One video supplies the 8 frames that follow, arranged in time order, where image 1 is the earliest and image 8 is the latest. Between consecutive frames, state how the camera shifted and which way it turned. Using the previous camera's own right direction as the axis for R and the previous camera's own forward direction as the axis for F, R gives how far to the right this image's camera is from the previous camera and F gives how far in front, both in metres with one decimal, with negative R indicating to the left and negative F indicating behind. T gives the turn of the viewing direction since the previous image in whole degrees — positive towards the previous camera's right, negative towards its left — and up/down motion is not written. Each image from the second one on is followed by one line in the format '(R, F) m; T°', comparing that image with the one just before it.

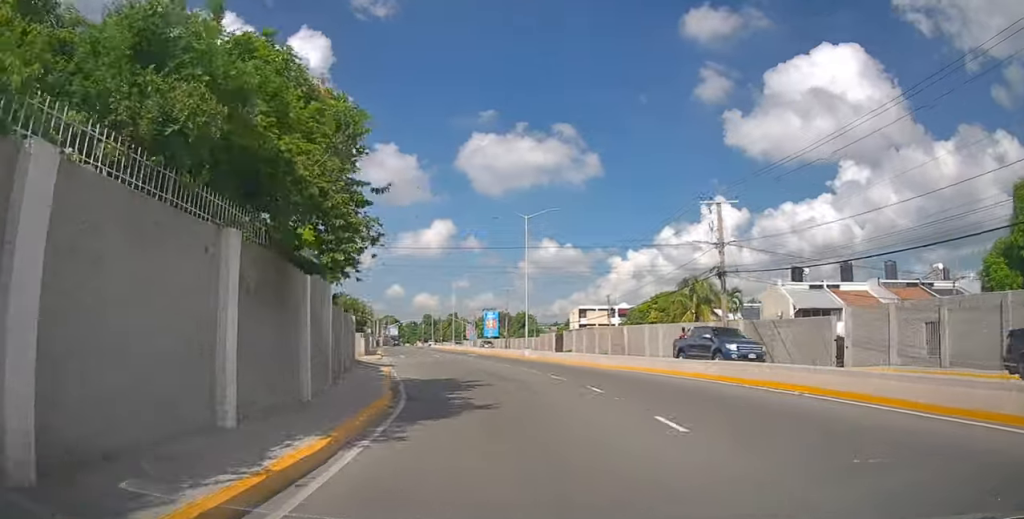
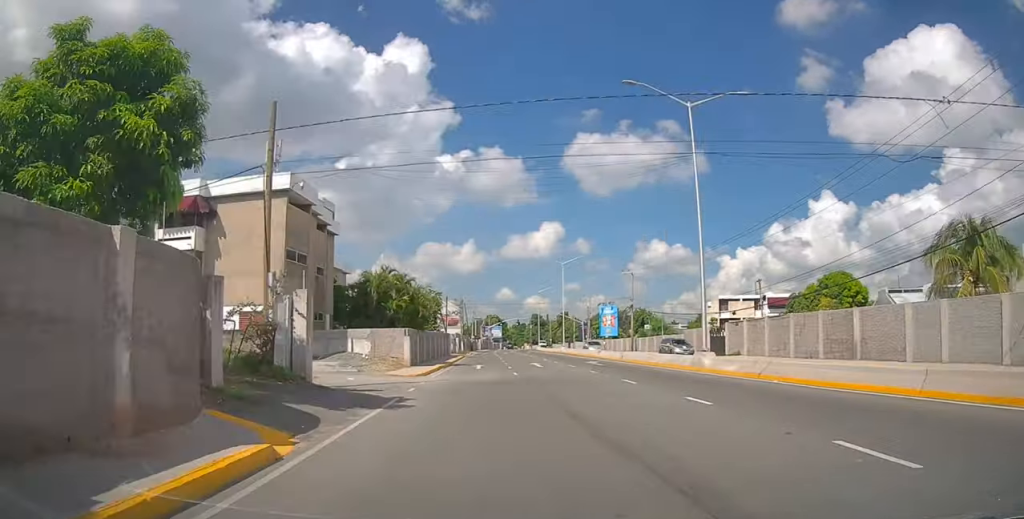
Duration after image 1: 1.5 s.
(-1.2, +21.0) m; -9°
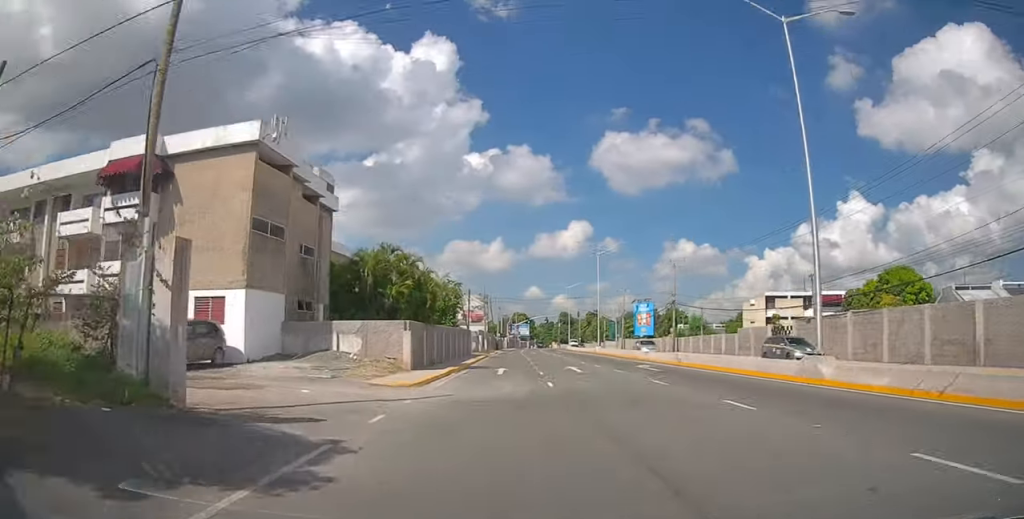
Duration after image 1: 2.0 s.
(-0.3, +6.9) m; -3°
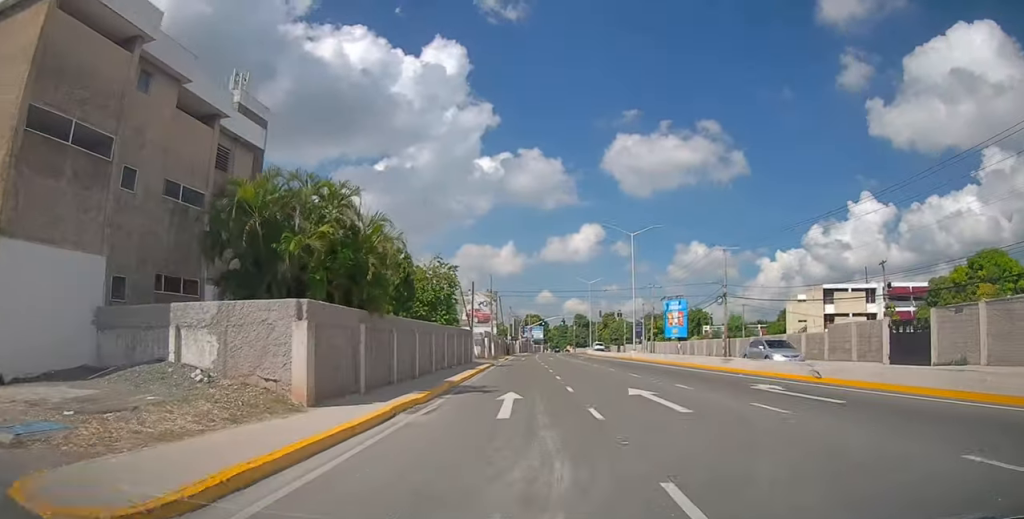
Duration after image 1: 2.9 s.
(-0.5, +12.5) m; -3°
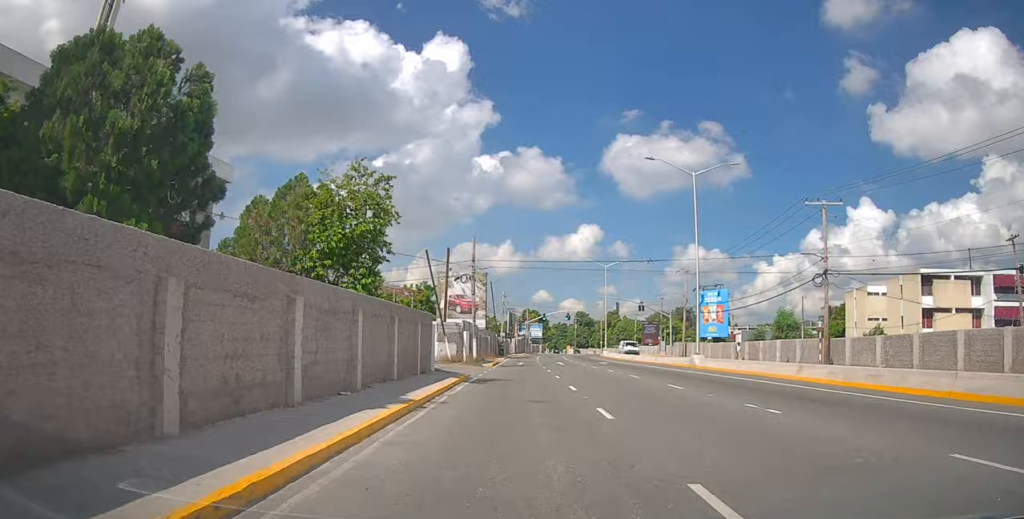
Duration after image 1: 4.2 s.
(-0.3, +18.1) m; 0°
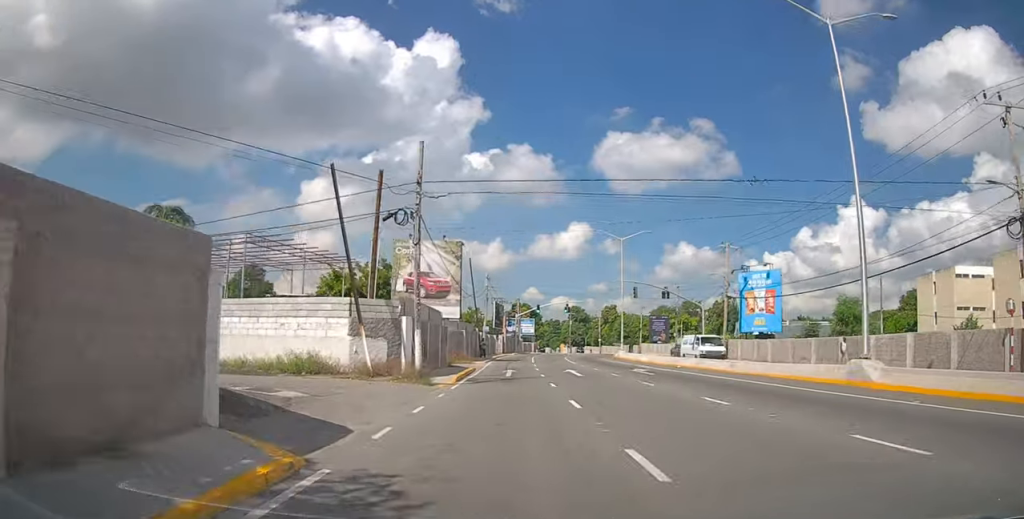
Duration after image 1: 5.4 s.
(+0.4, +16.5) m; +2°
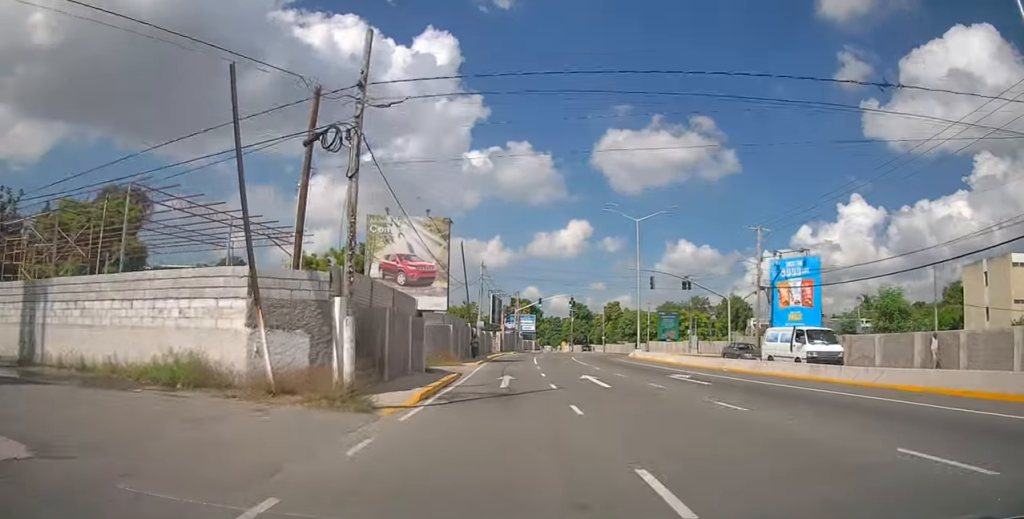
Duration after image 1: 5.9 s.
(0.0, +7.1) m; 0°
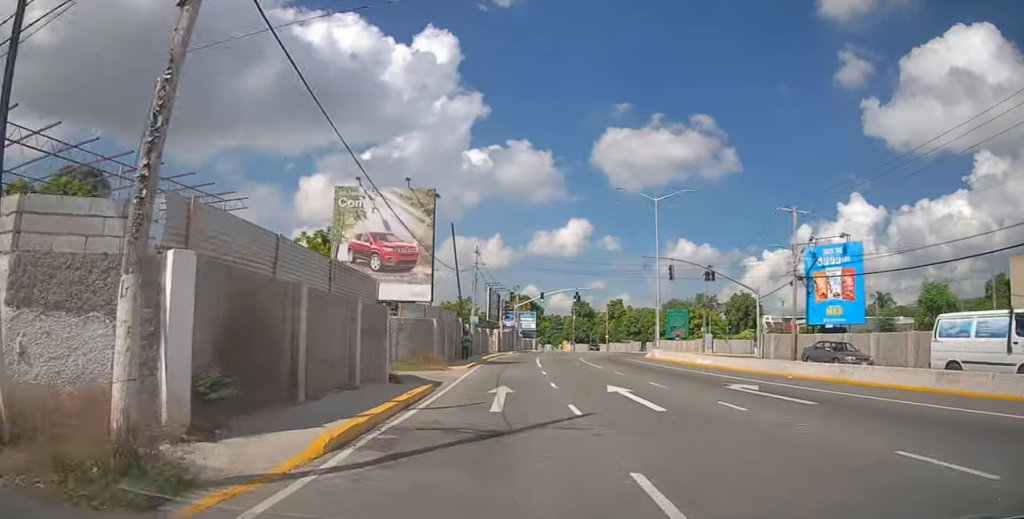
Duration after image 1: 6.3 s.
(-0.1, +6.2) m; 0°
